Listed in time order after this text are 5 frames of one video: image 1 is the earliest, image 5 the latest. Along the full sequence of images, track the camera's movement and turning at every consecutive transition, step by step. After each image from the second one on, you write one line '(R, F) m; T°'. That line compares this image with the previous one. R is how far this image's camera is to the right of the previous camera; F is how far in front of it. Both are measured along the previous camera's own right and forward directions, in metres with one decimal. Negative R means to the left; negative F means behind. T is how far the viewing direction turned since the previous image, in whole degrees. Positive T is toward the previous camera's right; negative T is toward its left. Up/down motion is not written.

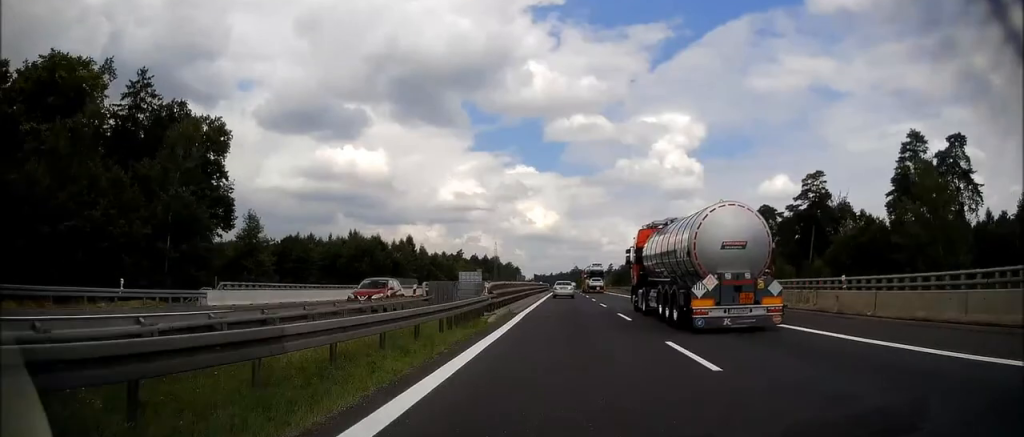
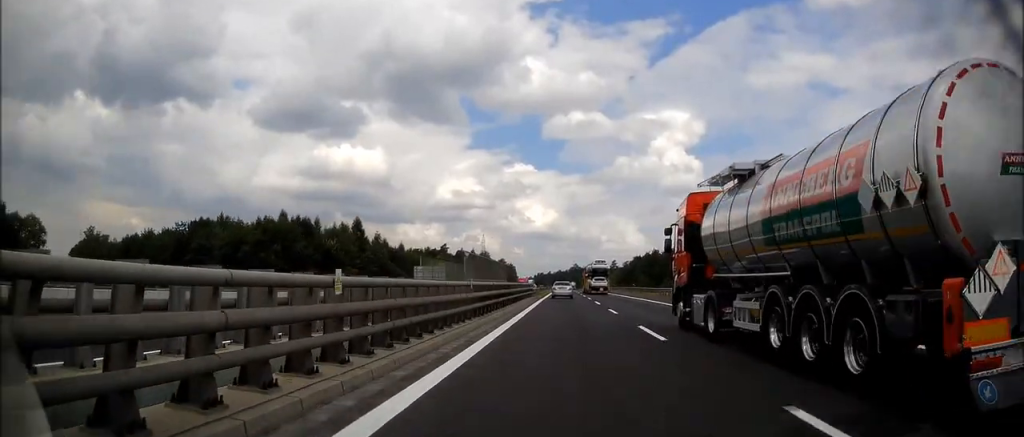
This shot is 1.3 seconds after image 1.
(+0.1, +43.5) m; 0°
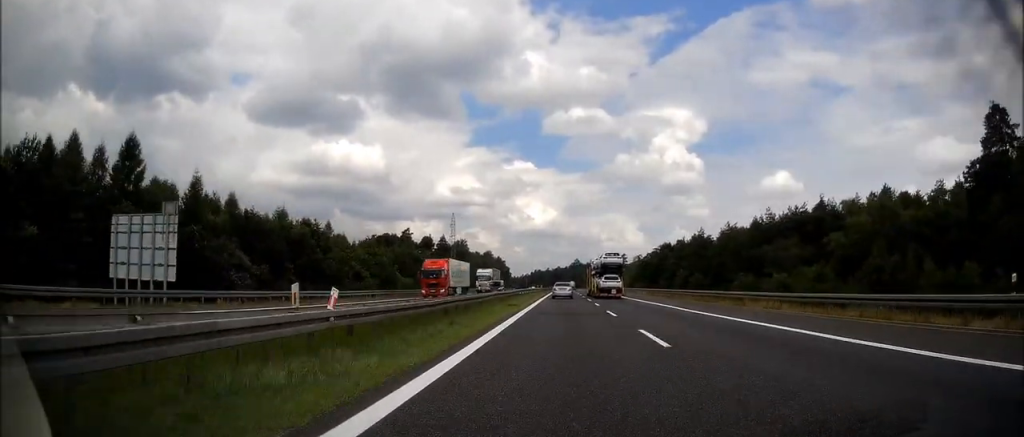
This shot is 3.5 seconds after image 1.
(0.0, +74.4) m; 0°
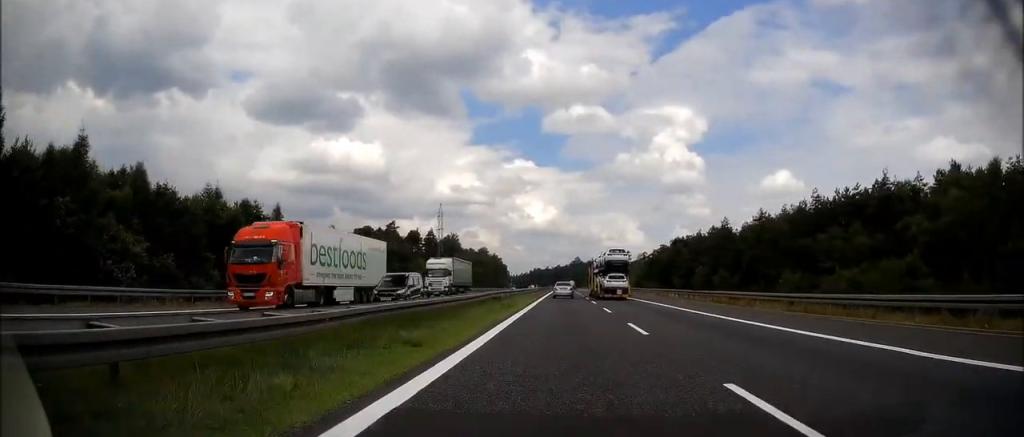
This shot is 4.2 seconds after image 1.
(-0.2, +21.0) m; 0°
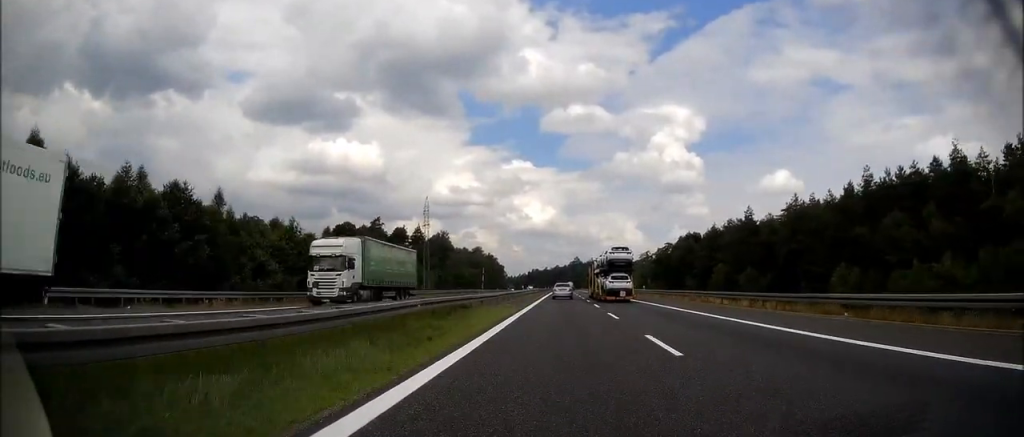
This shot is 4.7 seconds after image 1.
(+0.1, +16.7) m; 0°
